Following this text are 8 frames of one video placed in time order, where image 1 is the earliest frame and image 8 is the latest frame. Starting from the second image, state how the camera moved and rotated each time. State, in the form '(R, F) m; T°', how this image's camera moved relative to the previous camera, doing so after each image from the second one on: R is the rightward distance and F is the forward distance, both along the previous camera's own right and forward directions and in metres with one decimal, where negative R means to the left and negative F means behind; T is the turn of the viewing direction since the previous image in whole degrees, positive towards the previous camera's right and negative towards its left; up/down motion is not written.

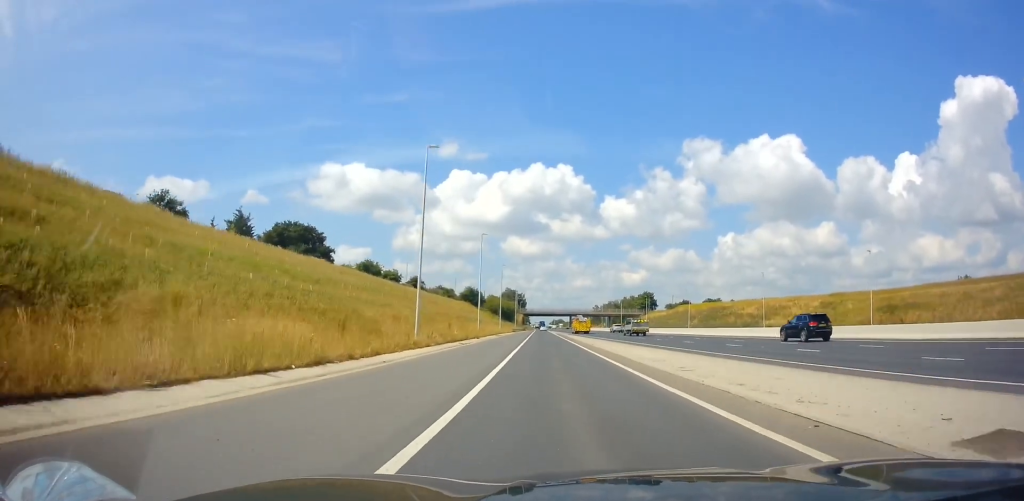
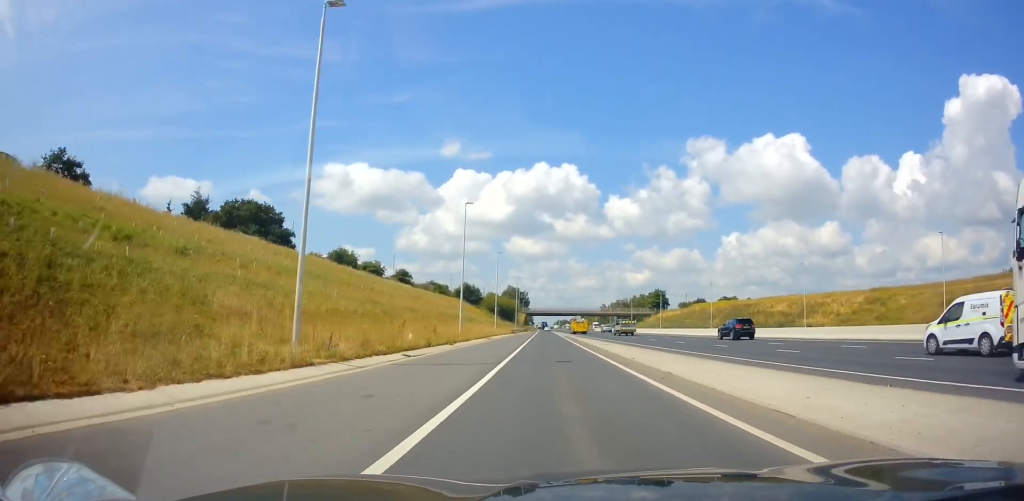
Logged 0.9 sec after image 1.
(0.0, +17.2) m; 0°
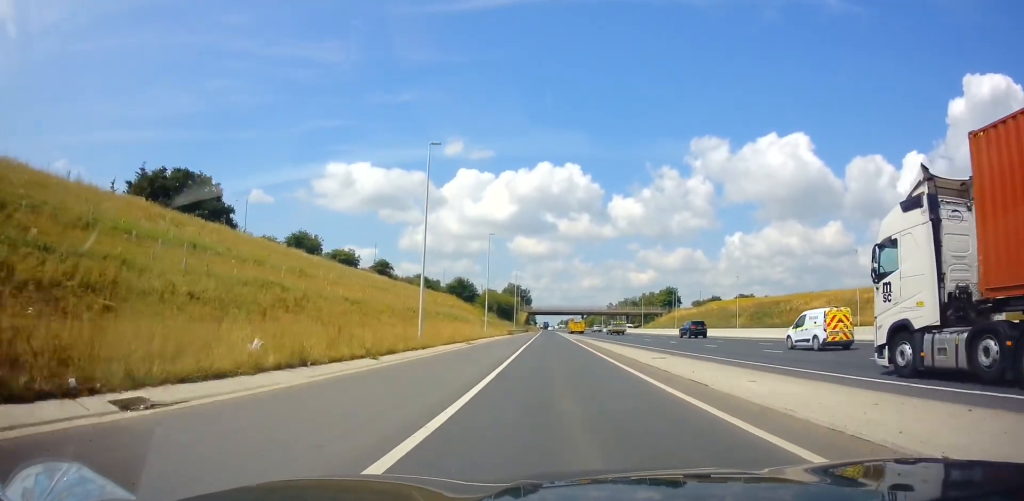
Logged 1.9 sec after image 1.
(0.0, +17.2) m; -1°
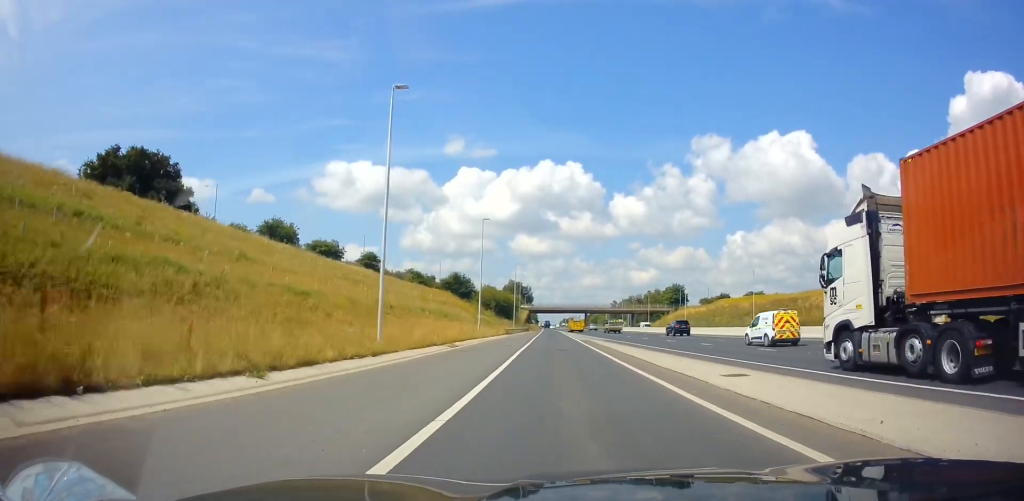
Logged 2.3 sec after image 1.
(-0.2, +8.7) m; -1°
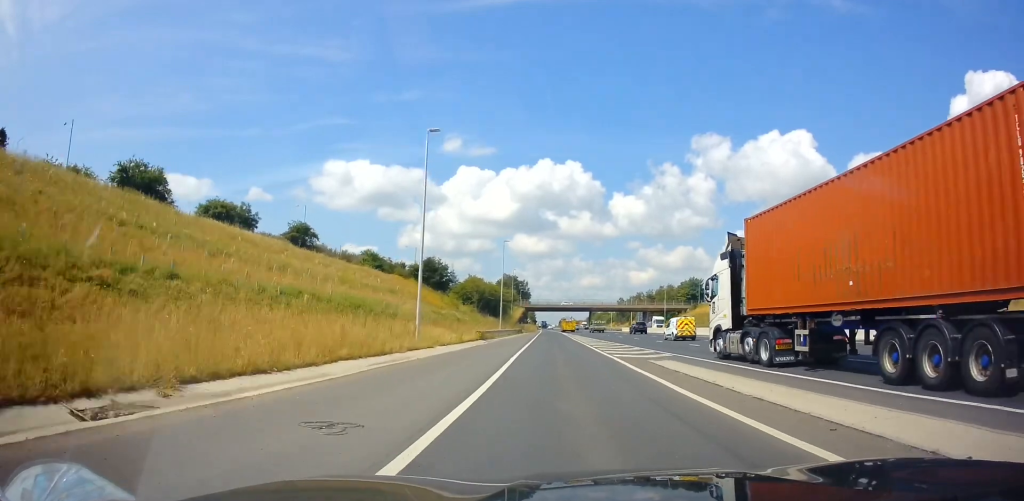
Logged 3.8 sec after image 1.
(-0.3, +27.8) m; +1°
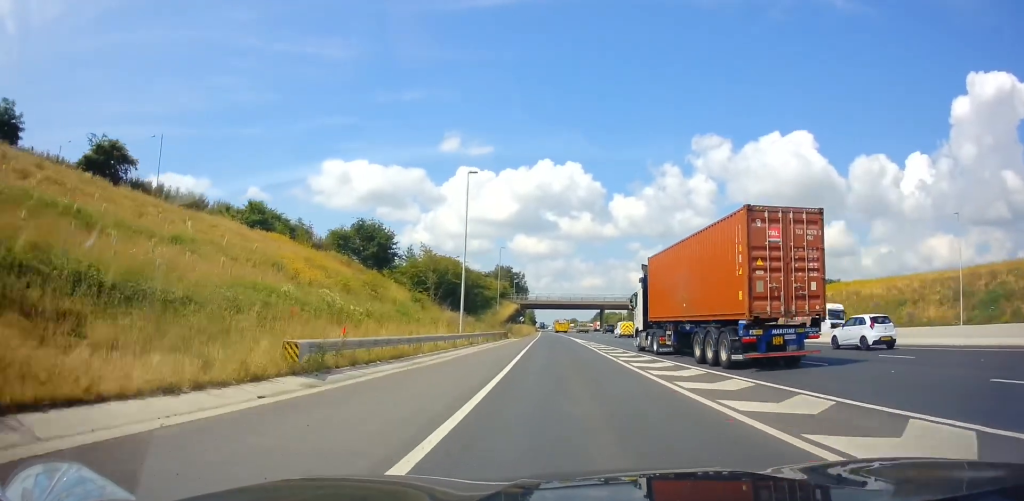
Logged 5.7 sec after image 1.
(+0.7, +34.4) m; +1°
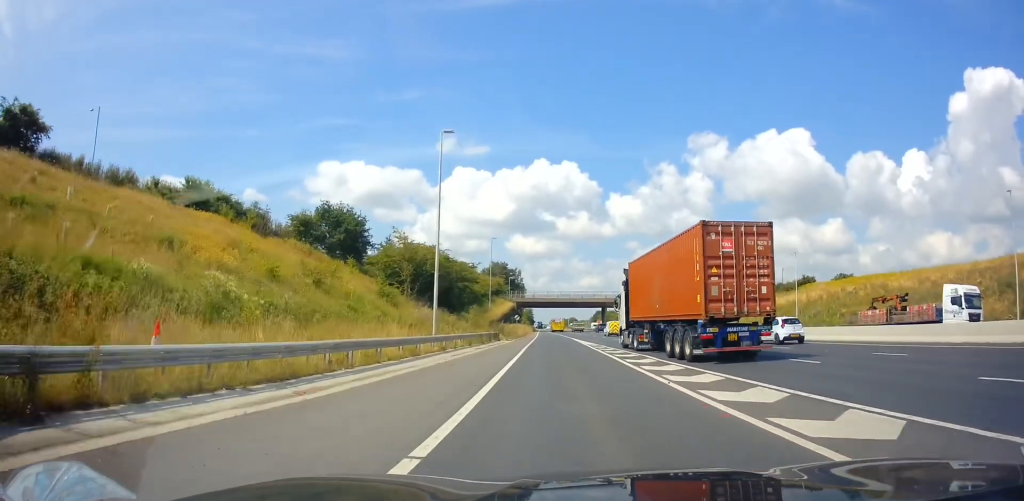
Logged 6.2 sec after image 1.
(+0.1, +8.9) m; 0°
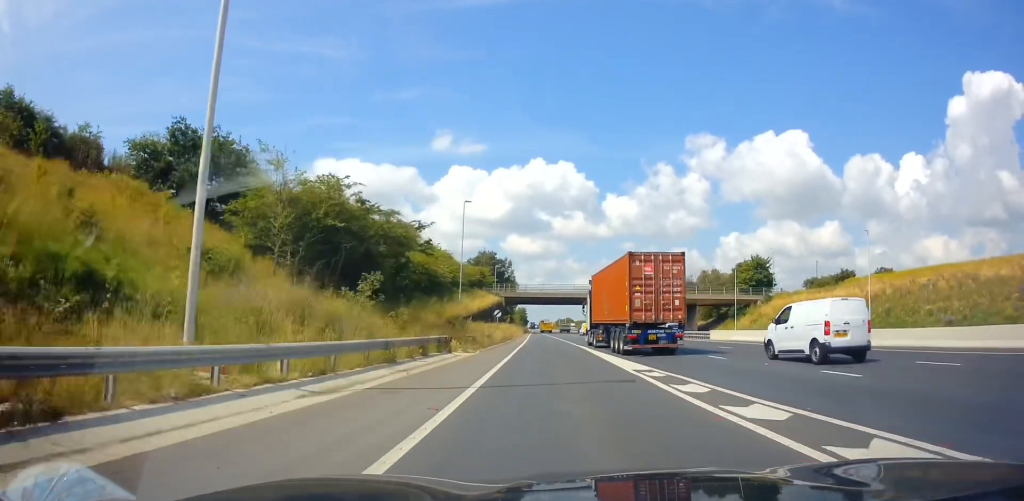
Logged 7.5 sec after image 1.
(0.0, +21.8) m; 0°
